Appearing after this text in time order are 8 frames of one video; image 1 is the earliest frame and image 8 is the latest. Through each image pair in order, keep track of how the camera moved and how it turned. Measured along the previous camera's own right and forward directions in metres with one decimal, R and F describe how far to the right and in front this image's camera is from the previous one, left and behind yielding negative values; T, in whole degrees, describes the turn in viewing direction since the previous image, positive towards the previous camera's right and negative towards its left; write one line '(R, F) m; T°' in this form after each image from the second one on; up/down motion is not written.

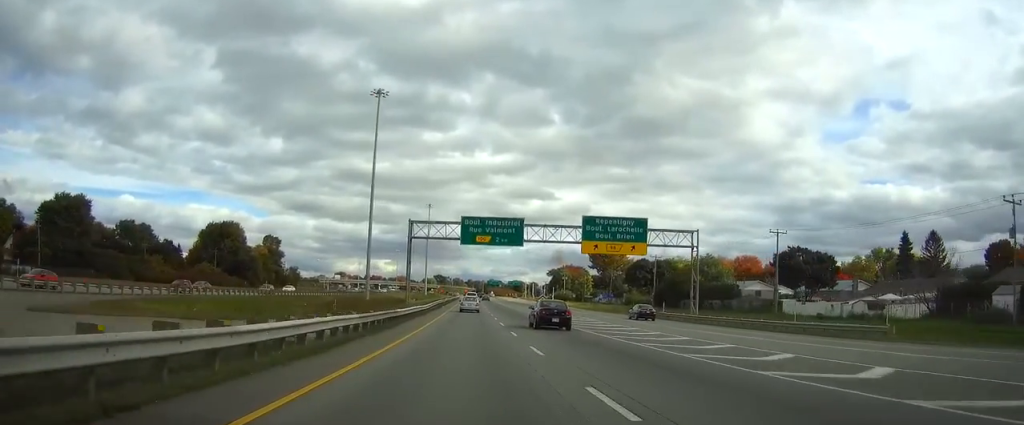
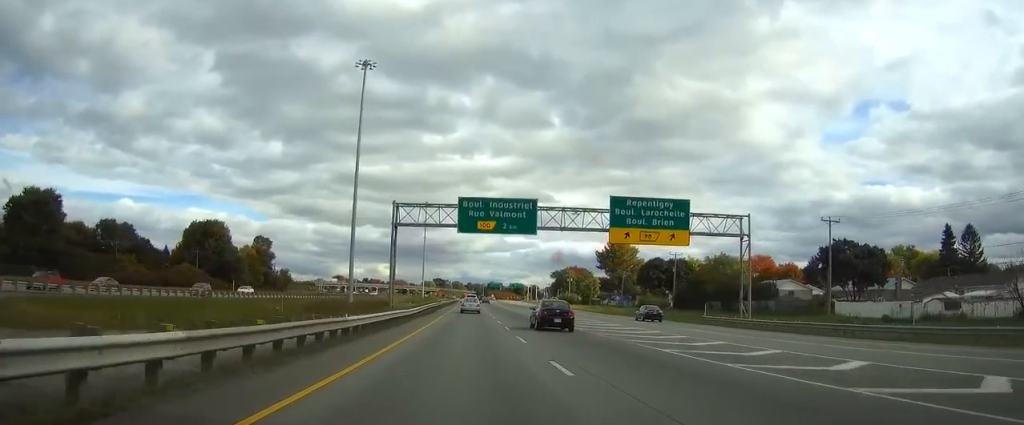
(0.0, +13.1) m; 0°
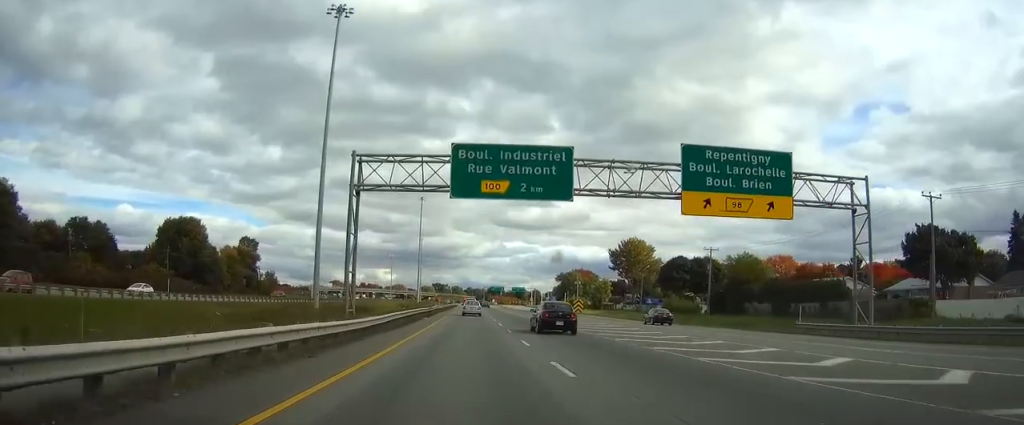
(0.0, +18.1) m; 0°
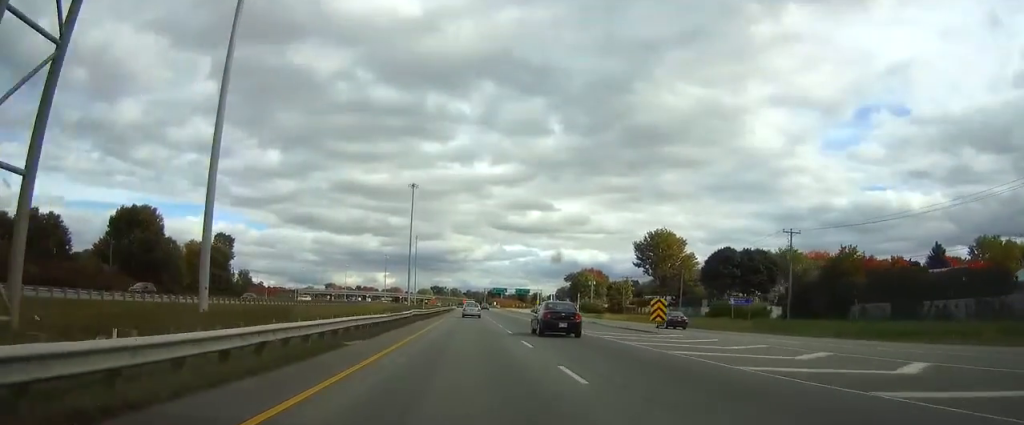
(0.0, +27.2) m; 0°
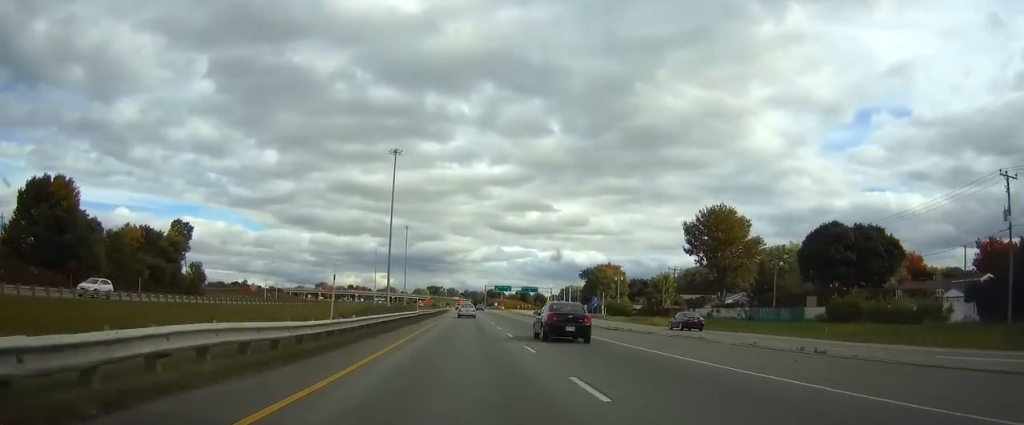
(0.0, +37.3) m; 0°
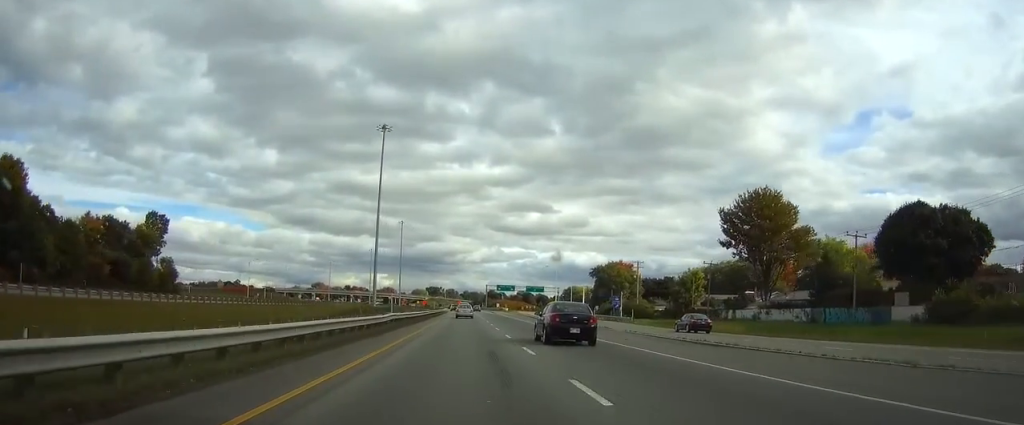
(0.0, +18.1) m; 0°
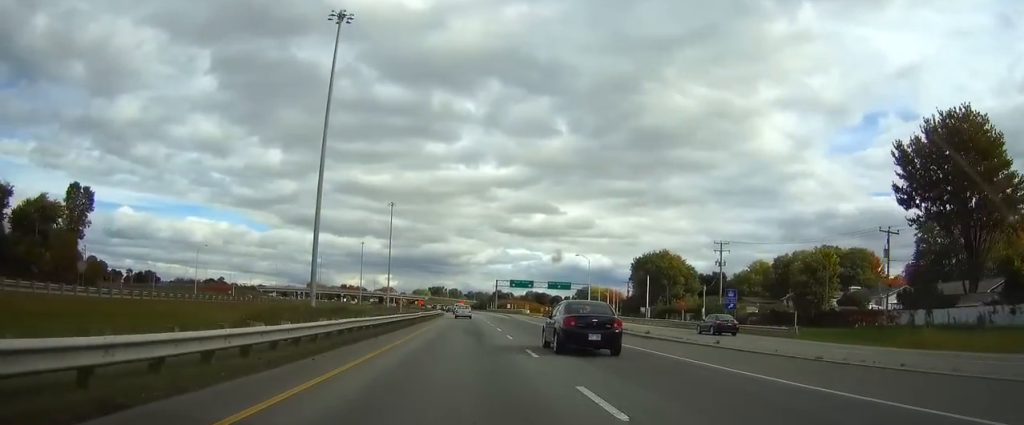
(0.0, +45.3) m; 0°
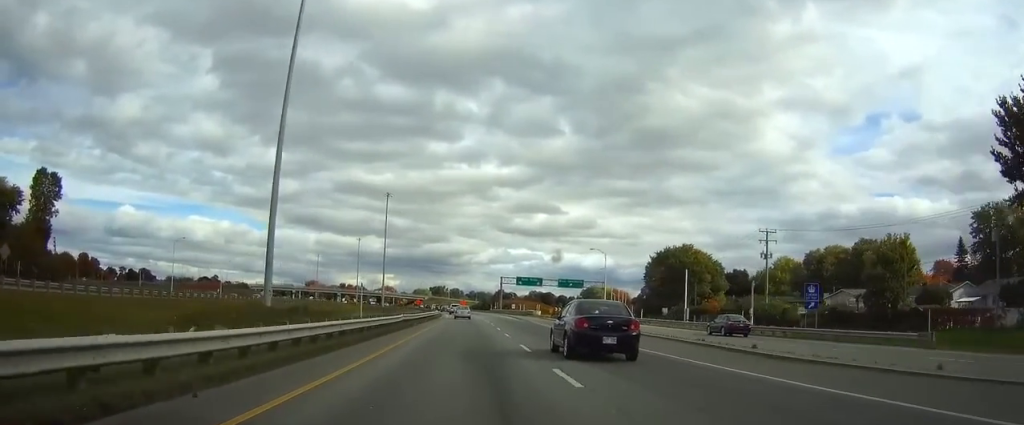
(0.0, +15.1) m; 0°
